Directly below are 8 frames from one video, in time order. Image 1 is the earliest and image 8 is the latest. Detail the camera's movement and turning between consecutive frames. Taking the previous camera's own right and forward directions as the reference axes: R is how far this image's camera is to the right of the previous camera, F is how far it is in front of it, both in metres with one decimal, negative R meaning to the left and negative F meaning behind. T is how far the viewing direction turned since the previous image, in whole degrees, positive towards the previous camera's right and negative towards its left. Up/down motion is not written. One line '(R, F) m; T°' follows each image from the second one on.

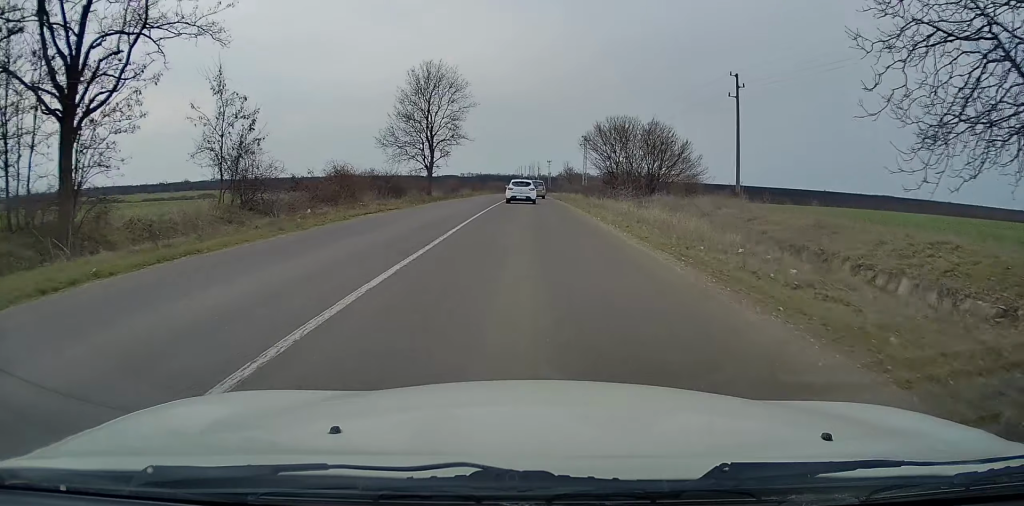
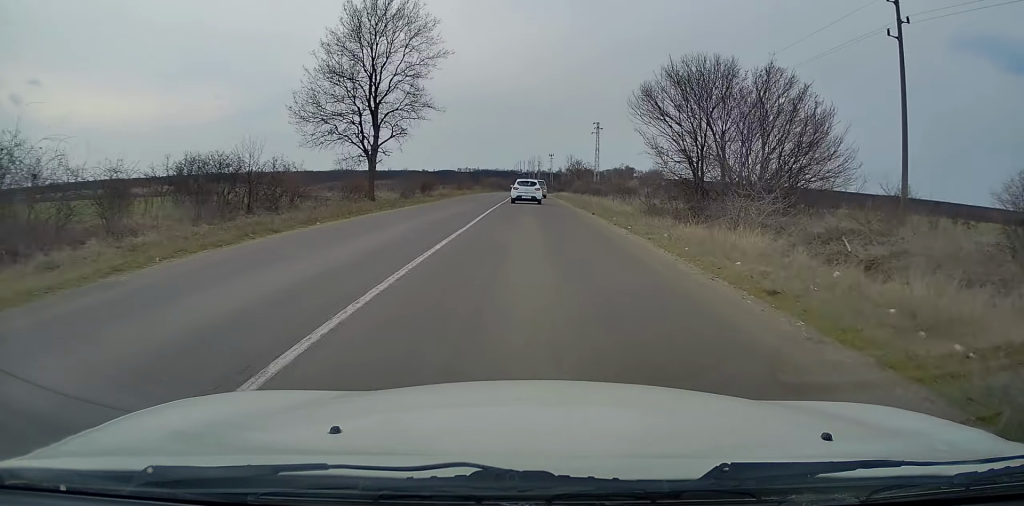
(0.0, +24.6) m; -1°
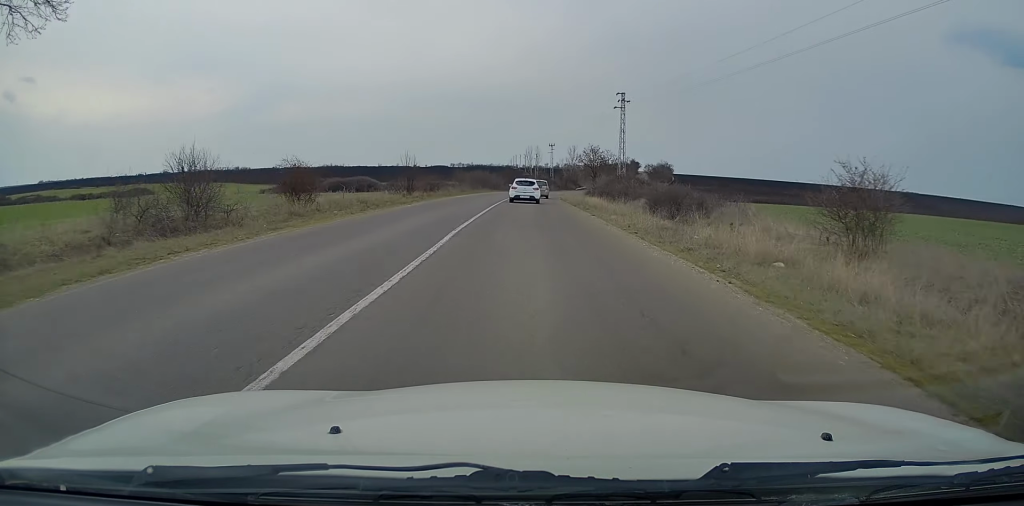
(-0.1, +34.6) m; +1°
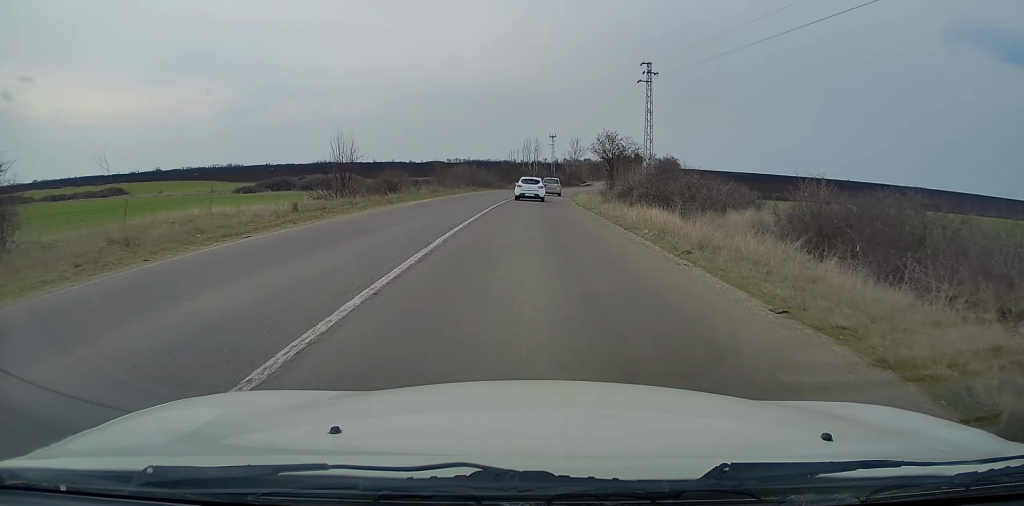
(+0.1, +18.7) m; +1°
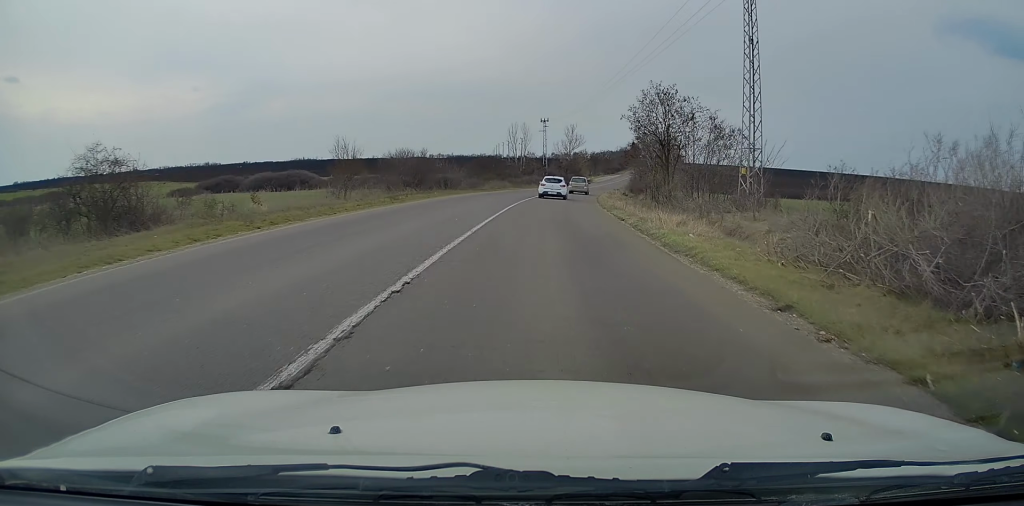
(+0.2, +31.8) m; +1°
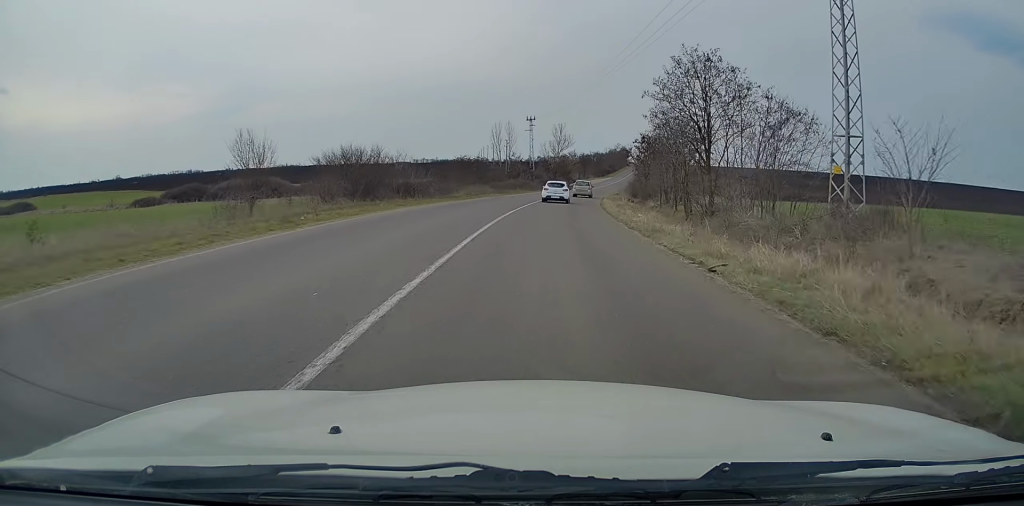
(0.0, +11.2) m; +1°
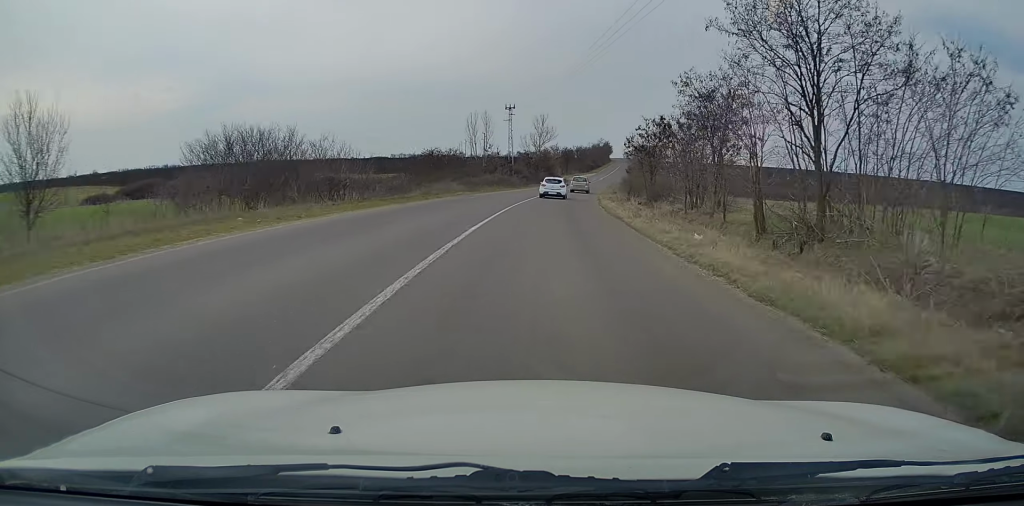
(0.0, +11.9) m; +1°
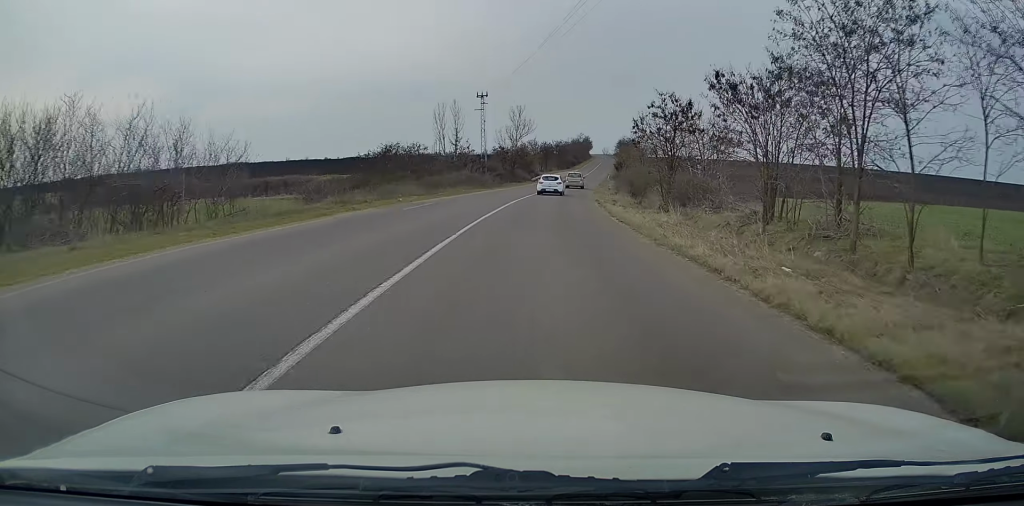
(+0.2, +13.3) m; +2°
